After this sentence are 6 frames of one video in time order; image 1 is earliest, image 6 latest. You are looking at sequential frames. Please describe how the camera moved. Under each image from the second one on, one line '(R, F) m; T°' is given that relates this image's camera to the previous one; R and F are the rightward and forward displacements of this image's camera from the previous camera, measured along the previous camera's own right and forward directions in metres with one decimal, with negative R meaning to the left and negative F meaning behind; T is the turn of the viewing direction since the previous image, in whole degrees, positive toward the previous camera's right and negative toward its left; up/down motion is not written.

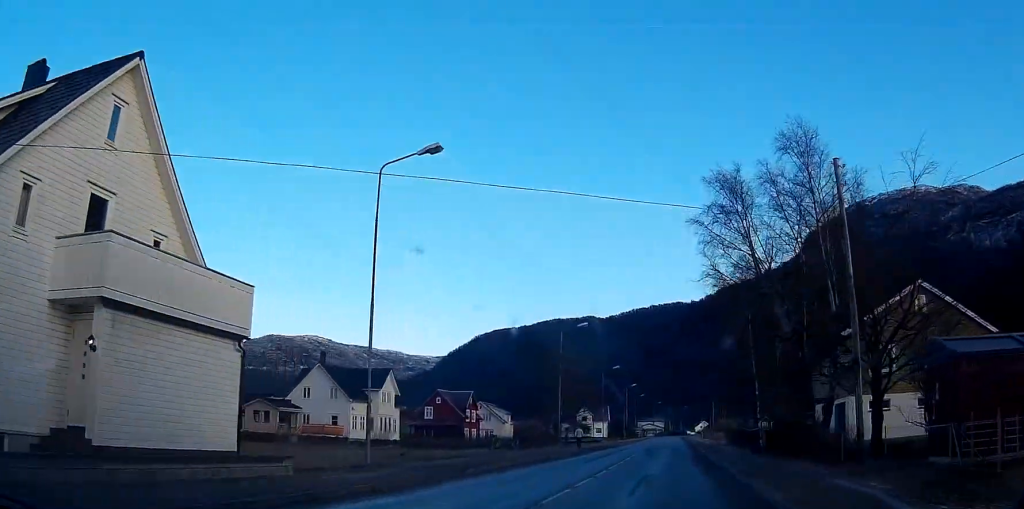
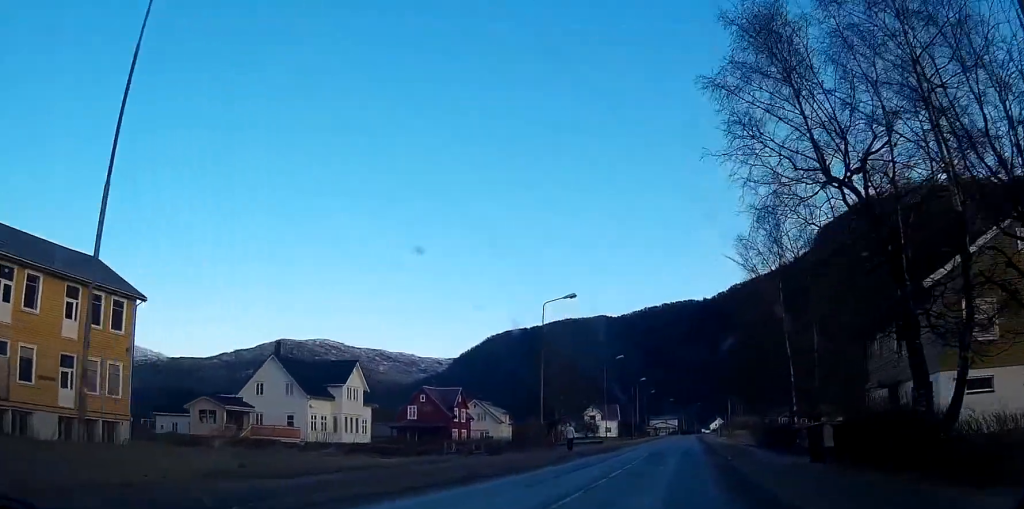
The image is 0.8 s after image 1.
(0.0, +12.5) m; 0°
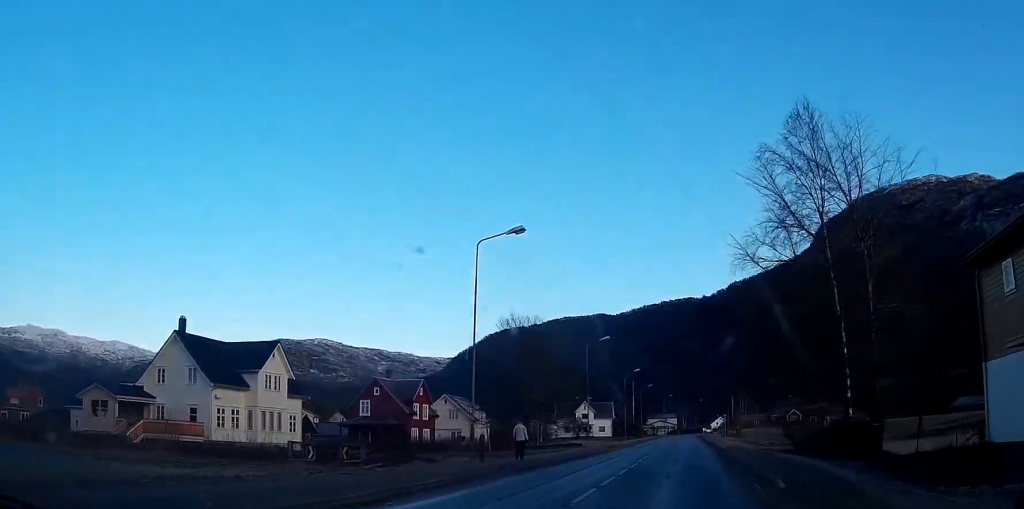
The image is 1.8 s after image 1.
(-0.1, +15.1) m; 0°
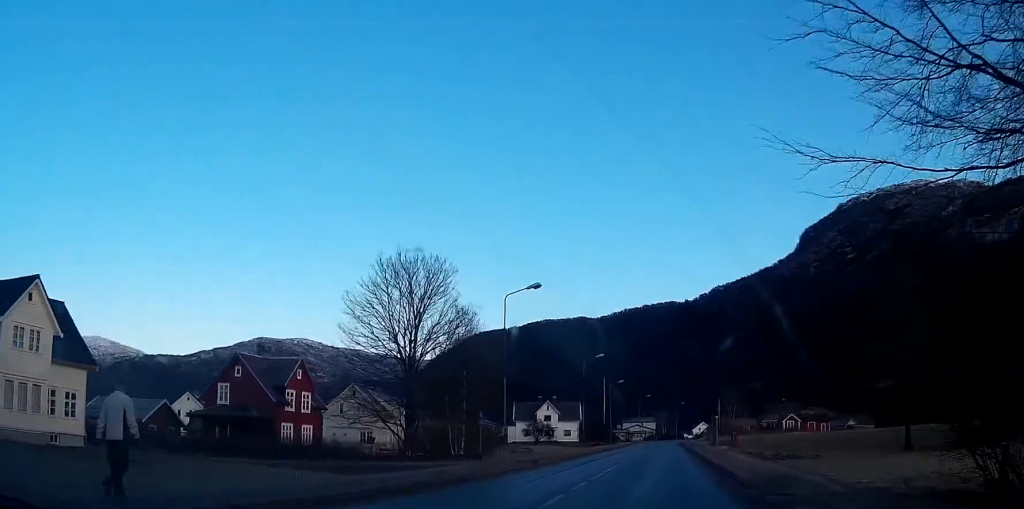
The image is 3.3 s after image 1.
(0.0, +24.7) m; 0°
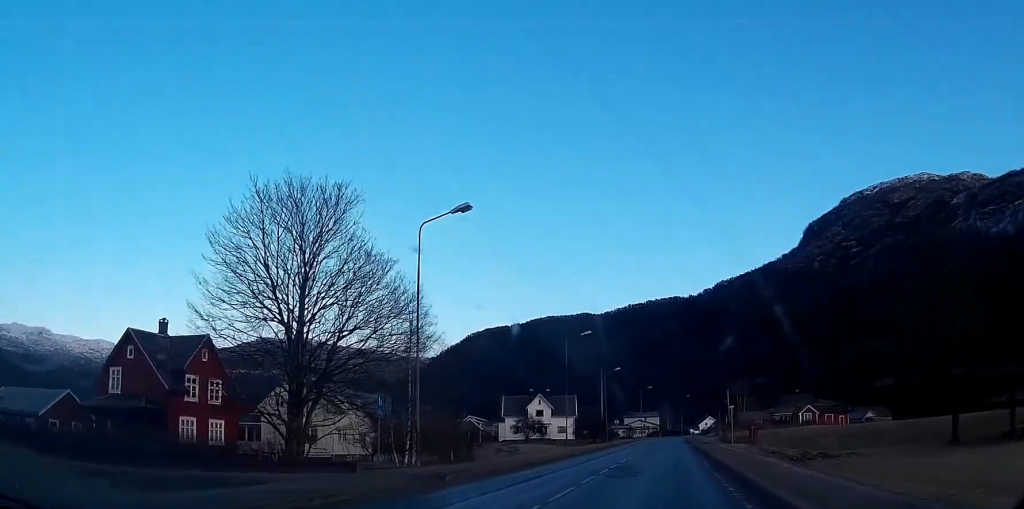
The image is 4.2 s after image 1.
(-0.1, +14.4) m; 0°
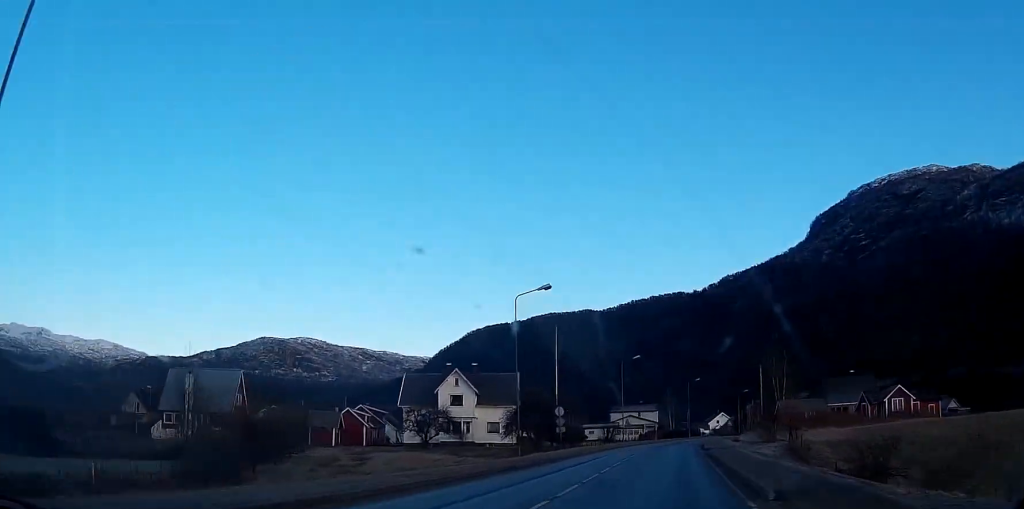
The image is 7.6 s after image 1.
(+0.4, +54.9) m; 0°
